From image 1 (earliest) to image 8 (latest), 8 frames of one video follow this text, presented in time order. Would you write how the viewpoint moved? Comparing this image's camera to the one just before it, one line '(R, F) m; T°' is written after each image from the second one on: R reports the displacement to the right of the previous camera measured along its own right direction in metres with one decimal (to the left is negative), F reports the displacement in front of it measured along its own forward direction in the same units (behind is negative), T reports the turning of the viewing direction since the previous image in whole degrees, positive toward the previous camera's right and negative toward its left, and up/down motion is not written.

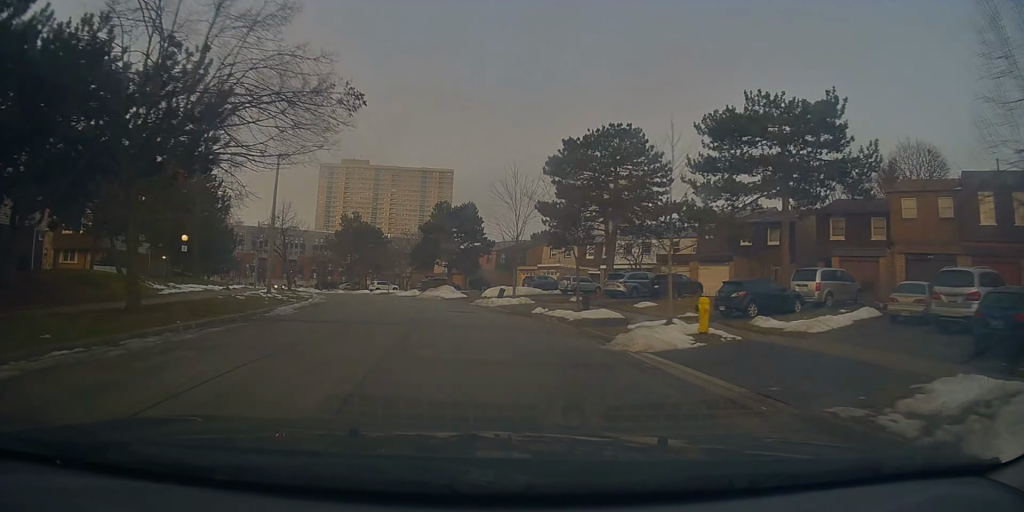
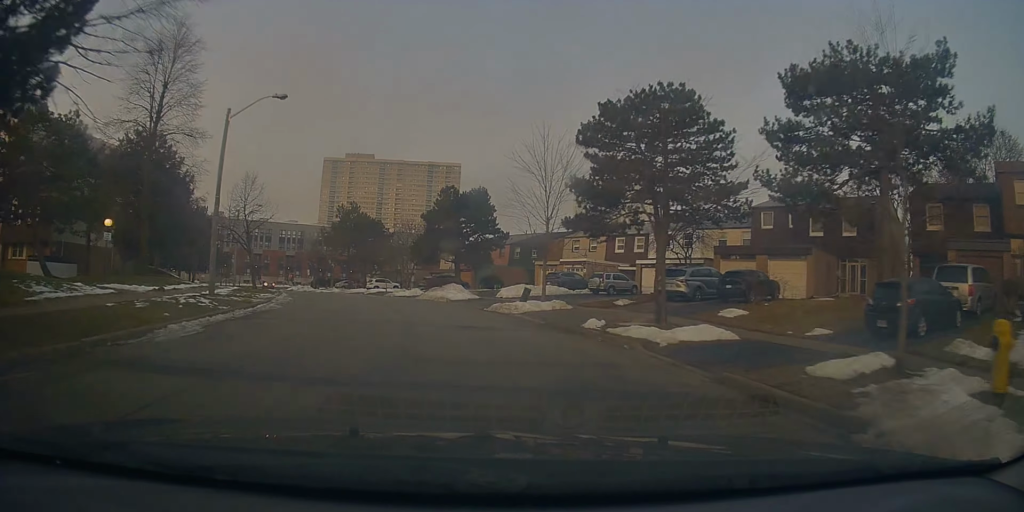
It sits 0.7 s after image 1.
(-0.3, +8.7) m; 0°
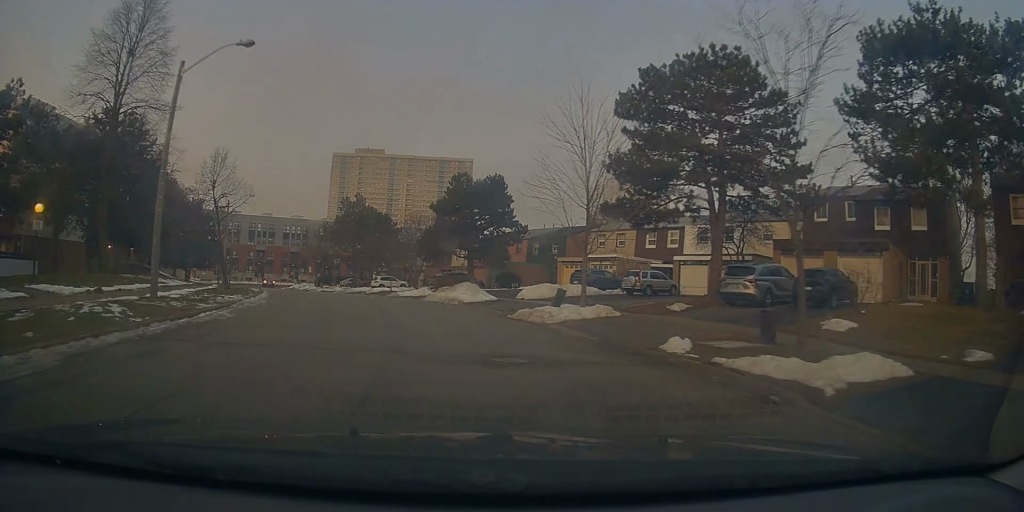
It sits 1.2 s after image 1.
(+0.2, +5.7) m; -1°
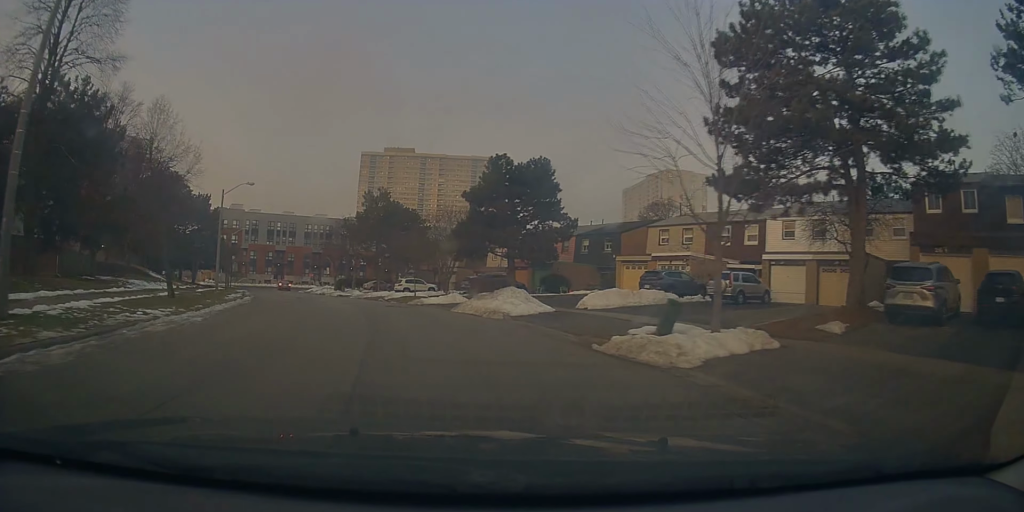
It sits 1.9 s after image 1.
(+0.2, +8.4) m; -2°
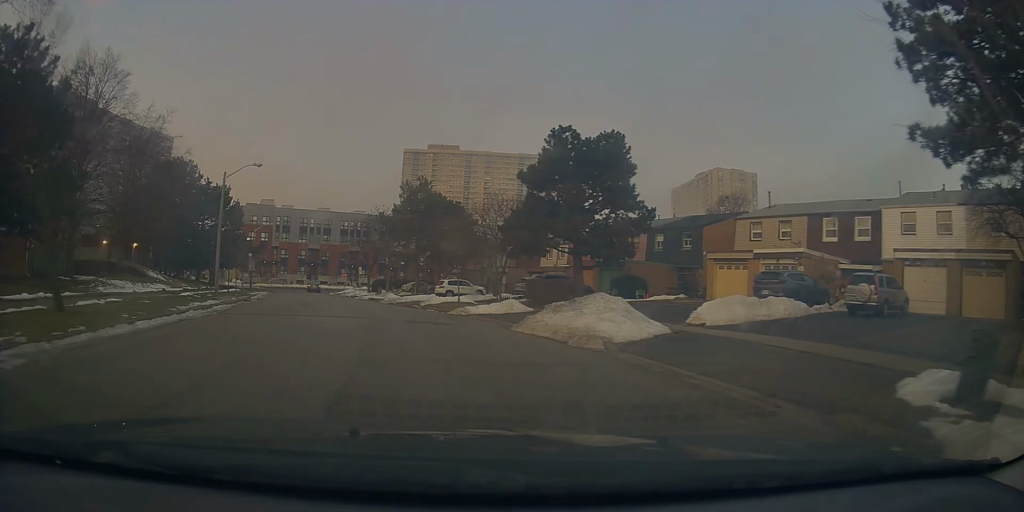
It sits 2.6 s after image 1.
(-0.3, +8.1) m; -6°
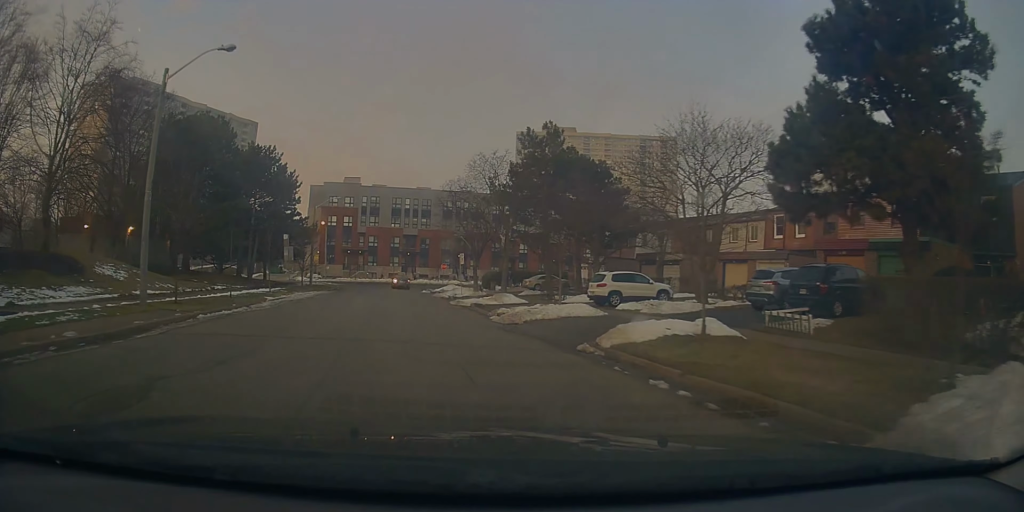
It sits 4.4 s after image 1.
(-2.6, +20.4) m; -11°
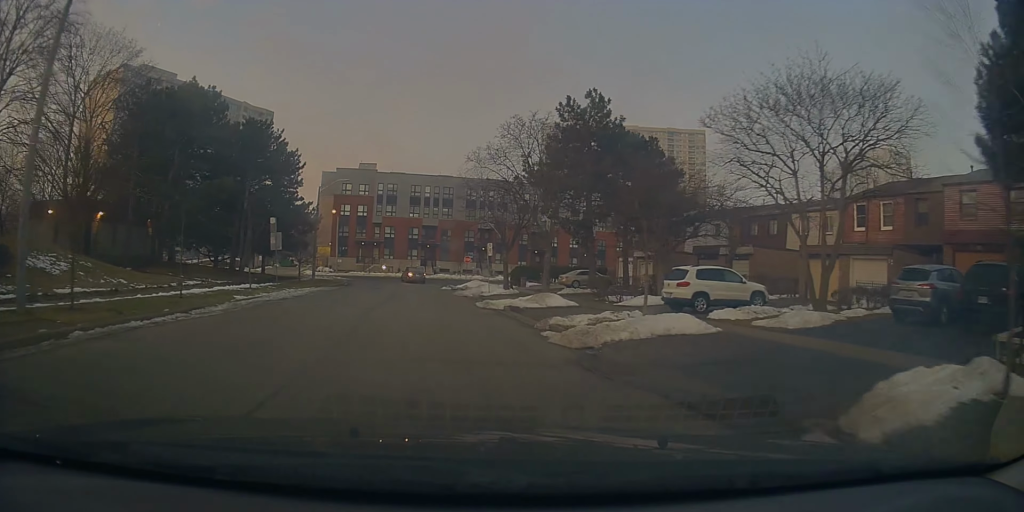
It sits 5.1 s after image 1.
(-0.1, +7.2) m; -2°
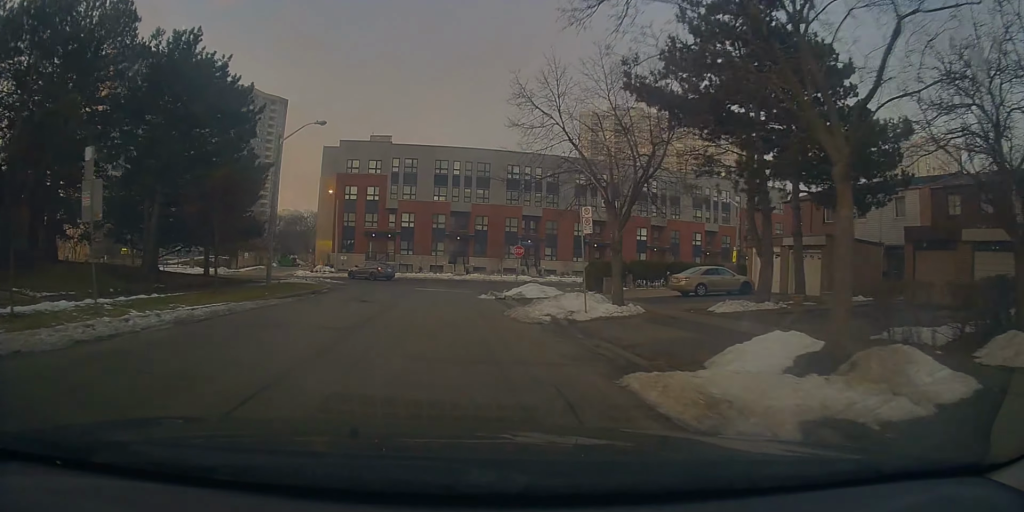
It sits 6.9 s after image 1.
(-0.8, +18.5) m; -5°
